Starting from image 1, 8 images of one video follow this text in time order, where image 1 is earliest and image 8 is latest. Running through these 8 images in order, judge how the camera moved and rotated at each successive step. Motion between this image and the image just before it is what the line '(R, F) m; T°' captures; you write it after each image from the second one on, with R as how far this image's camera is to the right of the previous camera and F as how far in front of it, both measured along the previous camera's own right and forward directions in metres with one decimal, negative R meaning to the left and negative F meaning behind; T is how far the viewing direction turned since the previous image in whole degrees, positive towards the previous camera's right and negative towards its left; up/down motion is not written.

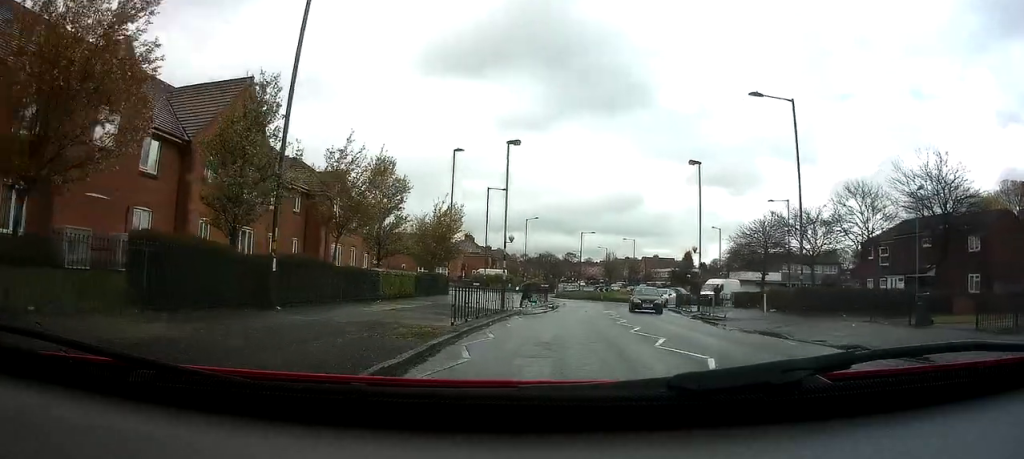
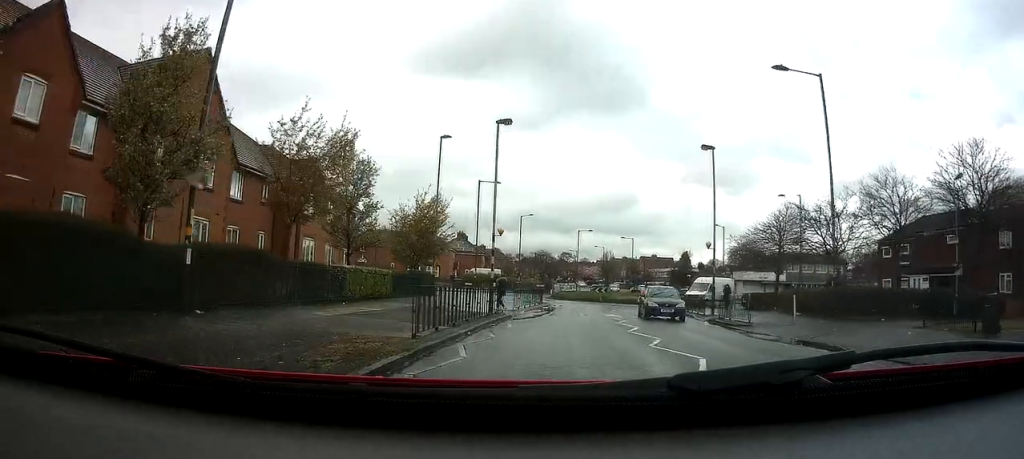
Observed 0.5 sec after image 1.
(0.0, +3.8) m; +1°
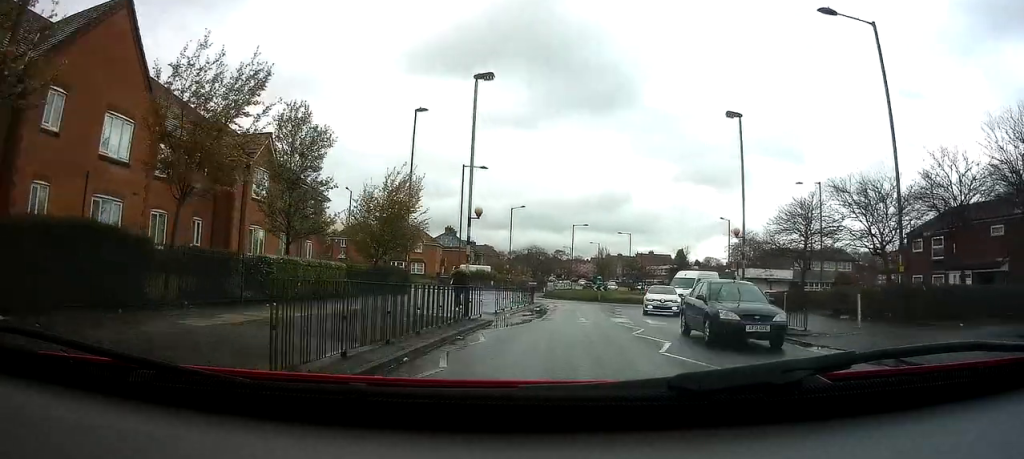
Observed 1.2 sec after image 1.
(+0.1, +5.8) m; 0°
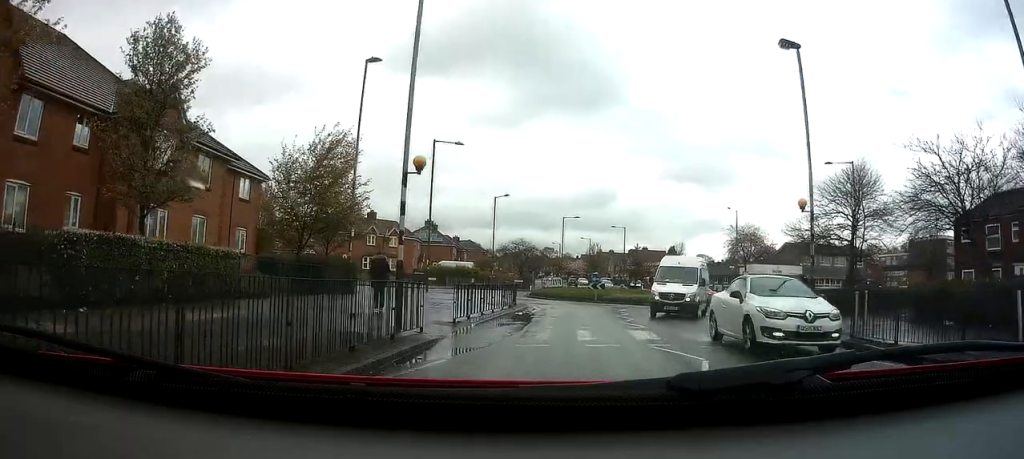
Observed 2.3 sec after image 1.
(0.0, +7.9) m; 0°
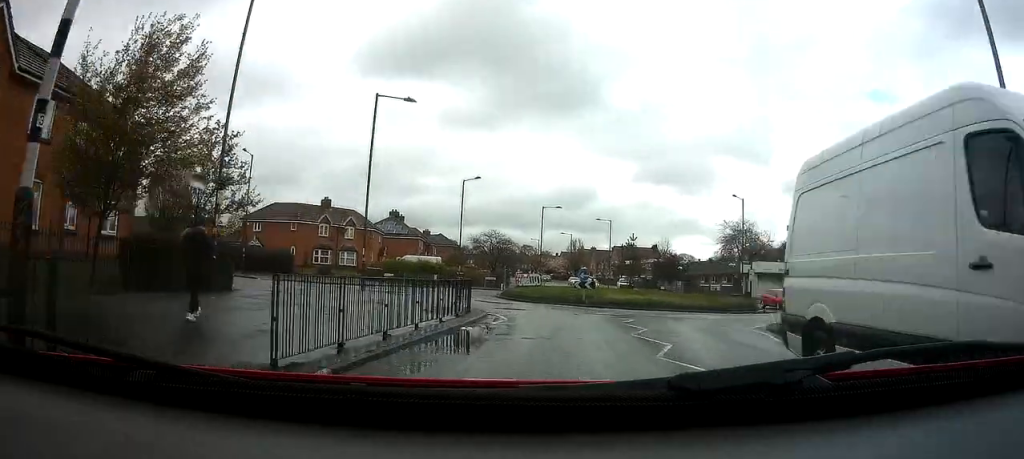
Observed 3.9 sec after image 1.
(+0.1, +9.5) m; +5°
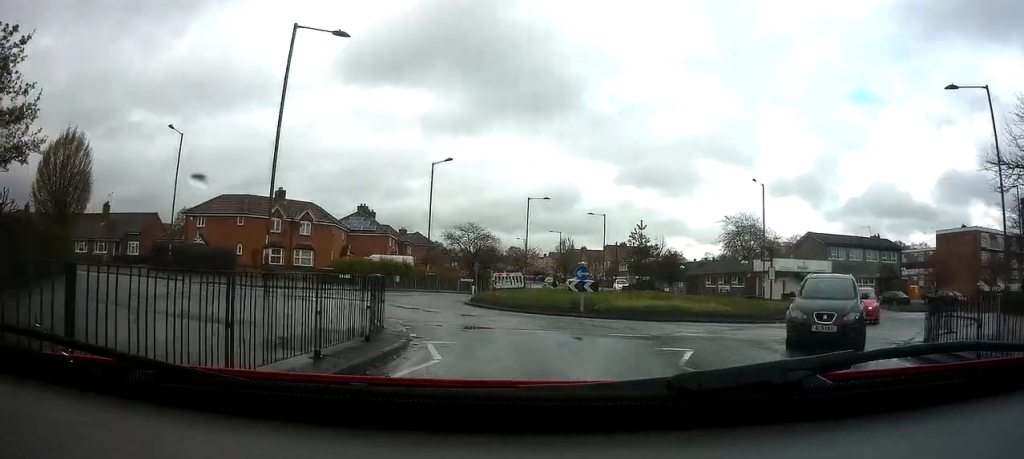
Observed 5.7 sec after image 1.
(+0.3, +8.6) m; 0°
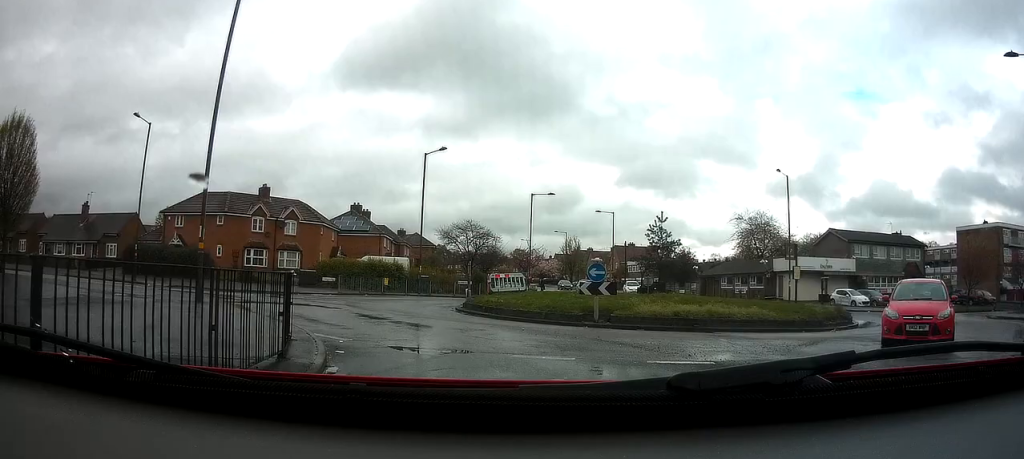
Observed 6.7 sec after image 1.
(-0.1, +4.5) m; -2°
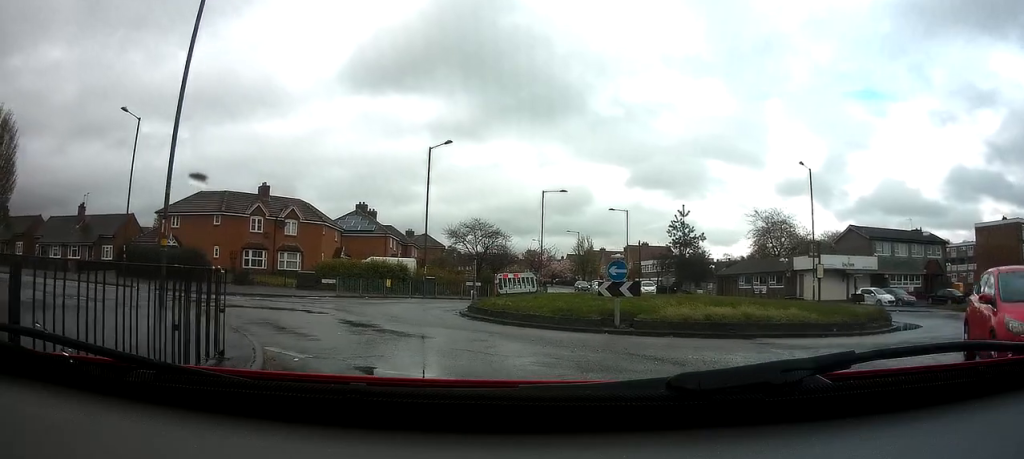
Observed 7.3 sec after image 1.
(0.0, +2.3) m; -4°
